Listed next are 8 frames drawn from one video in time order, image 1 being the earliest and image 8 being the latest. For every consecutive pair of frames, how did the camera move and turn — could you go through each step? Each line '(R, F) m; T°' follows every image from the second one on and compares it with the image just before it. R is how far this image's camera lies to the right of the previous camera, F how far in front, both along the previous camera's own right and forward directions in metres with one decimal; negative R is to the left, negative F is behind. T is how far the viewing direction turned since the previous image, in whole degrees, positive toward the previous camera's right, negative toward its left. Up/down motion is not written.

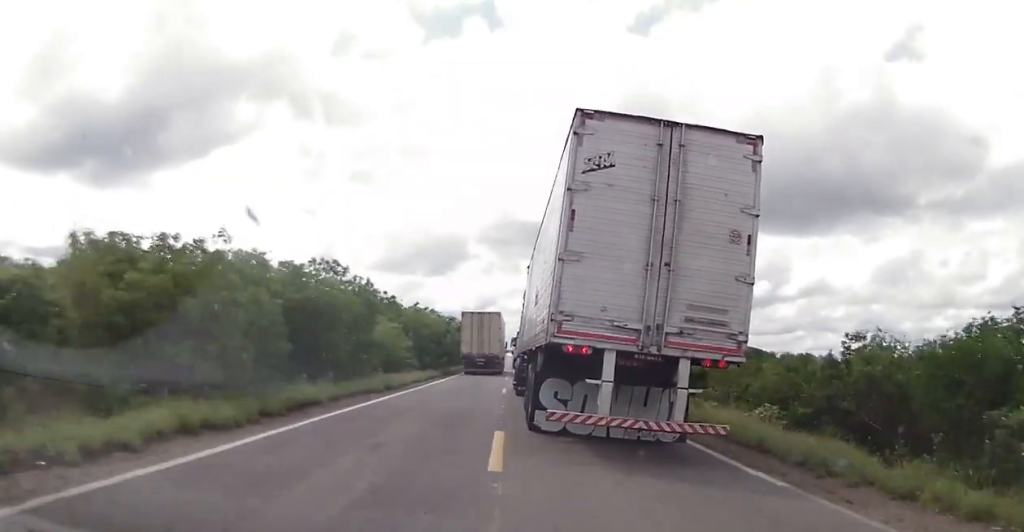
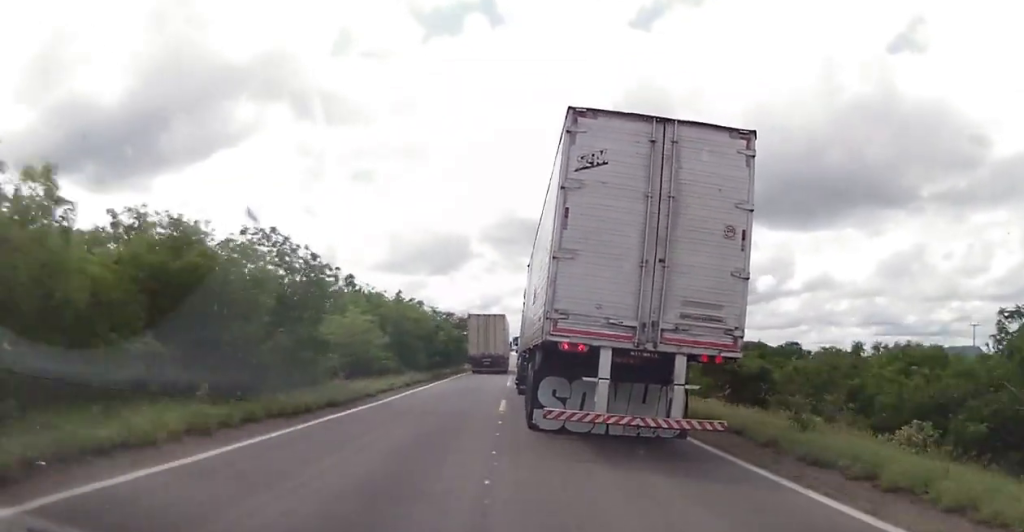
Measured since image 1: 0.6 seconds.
(0.0, +8.0) m; 0°
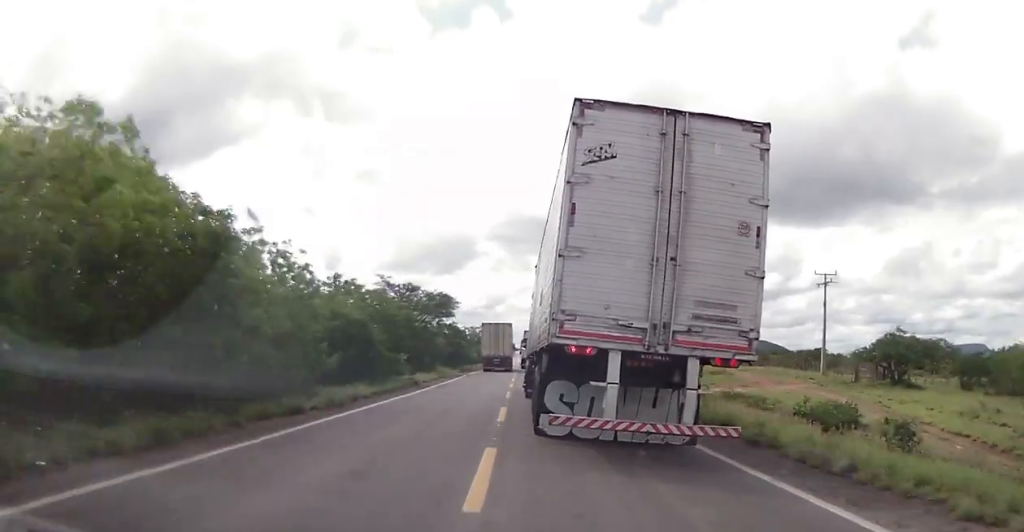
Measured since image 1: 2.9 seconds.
(-0.8, +32.1) m; -2°
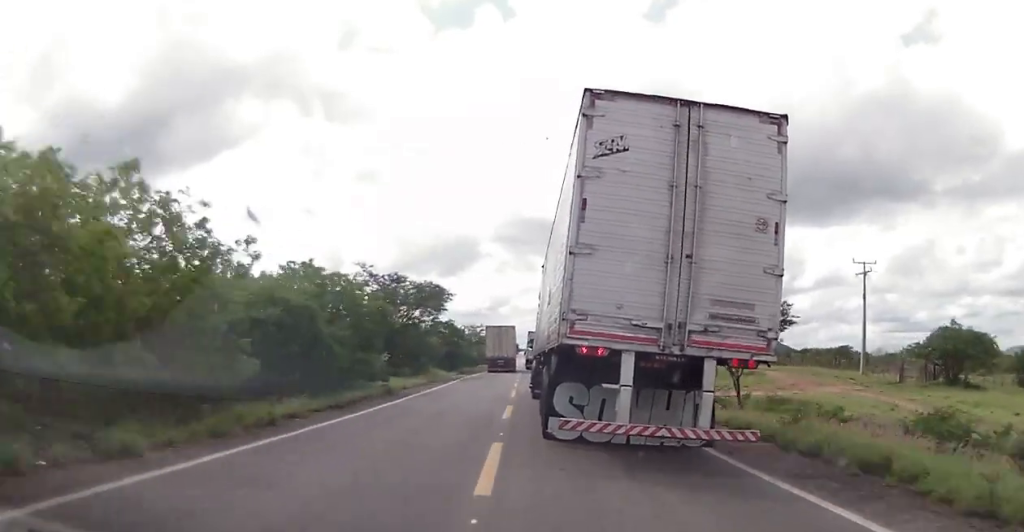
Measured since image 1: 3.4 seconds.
(+0.2, +7.0) m; 0°
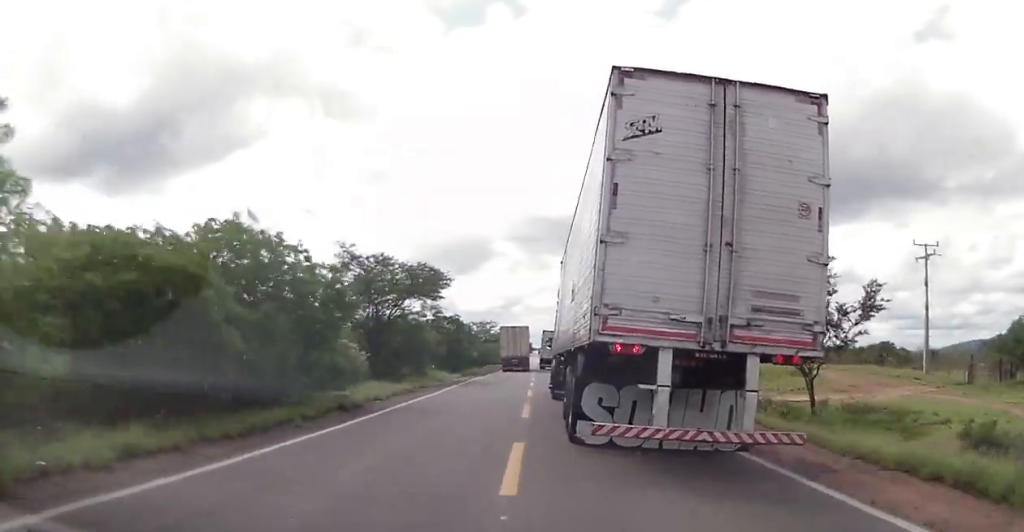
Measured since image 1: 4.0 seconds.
(-0.2, +8.0) m; -1°
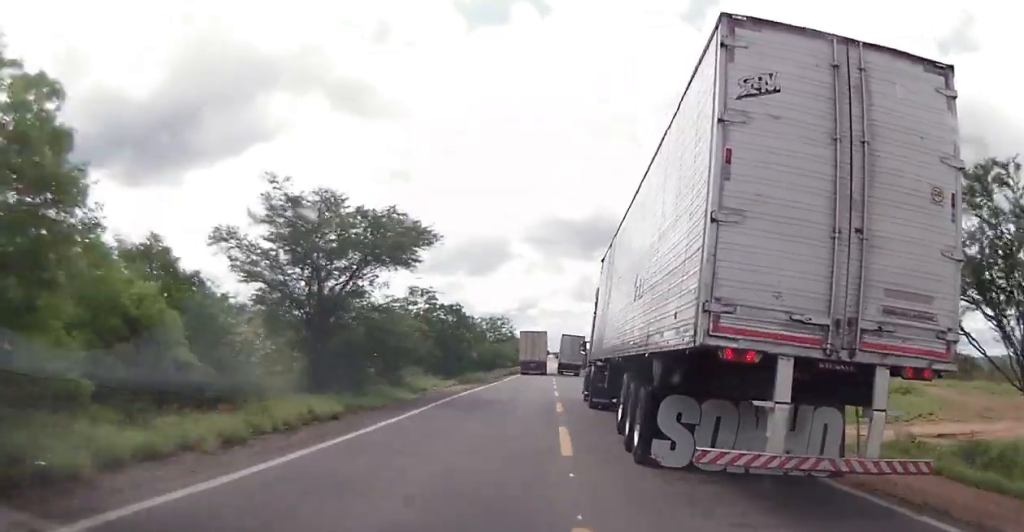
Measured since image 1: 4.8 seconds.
(-0.1, +12.8) m; -1°
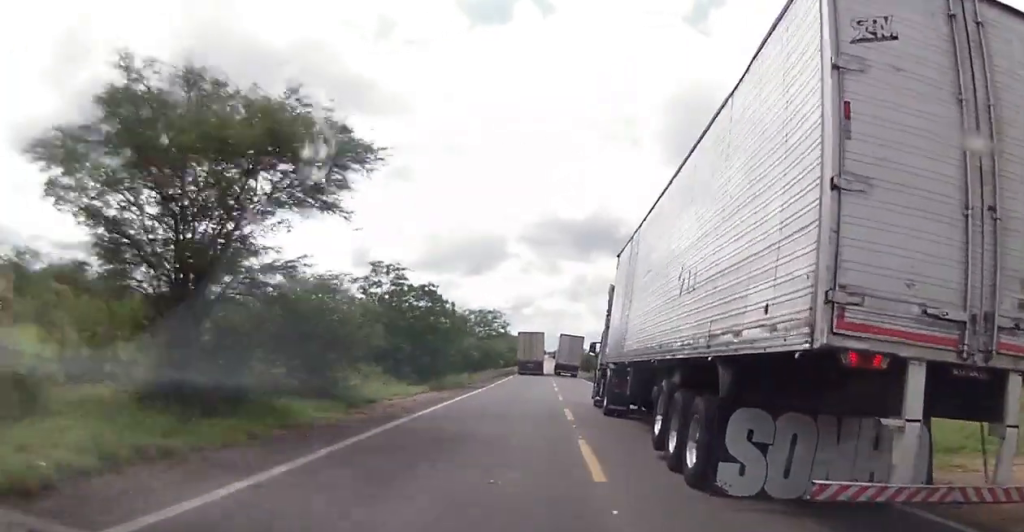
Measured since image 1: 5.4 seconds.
(0.0, +9.5) m; 0°
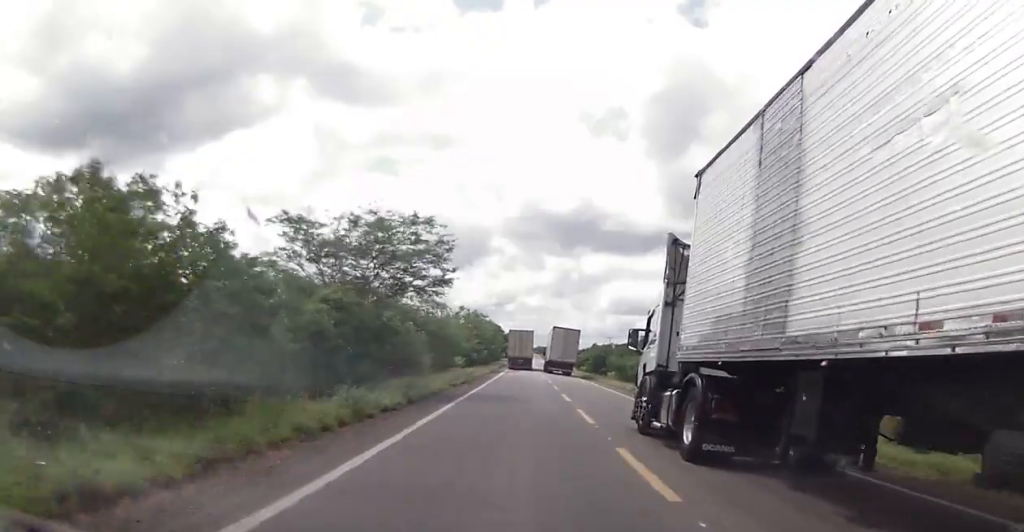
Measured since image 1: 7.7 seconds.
(+0.5, +40.8) m; +1°
